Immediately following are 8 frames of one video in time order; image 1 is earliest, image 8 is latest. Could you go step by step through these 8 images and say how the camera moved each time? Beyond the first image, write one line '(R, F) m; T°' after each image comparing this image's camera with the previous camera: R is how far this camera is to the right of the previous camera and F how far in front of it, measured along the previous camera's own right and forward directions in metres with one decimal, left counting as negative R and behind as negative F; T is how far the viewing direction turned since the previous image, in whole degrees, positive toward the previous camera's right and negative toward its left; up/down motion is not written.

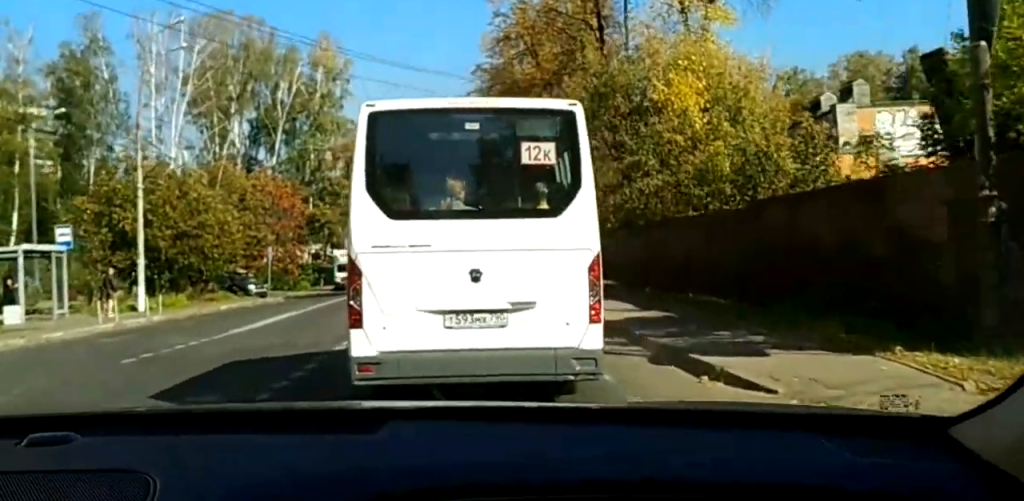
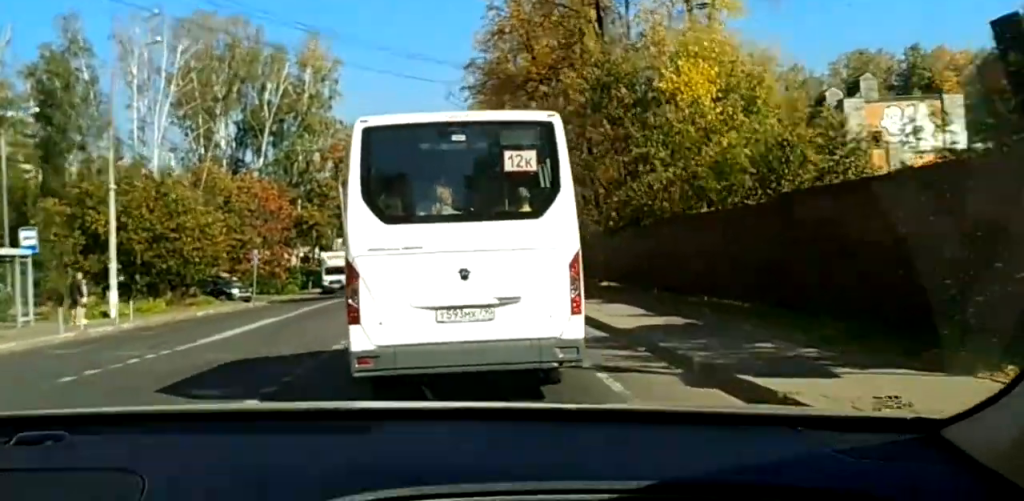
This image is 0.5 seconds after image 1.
(-0.1, +2.1) m; +2°
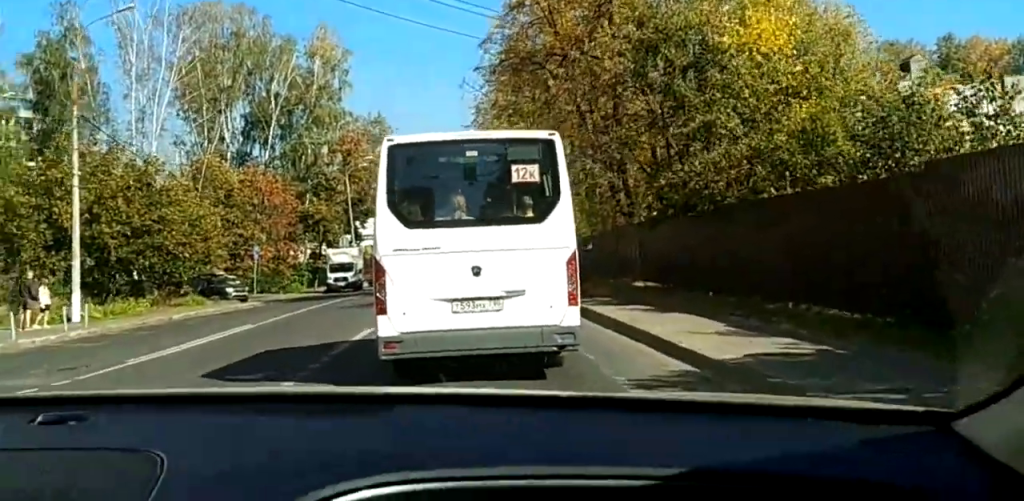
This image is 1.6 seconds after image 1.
(+0.5, +5.7) m; +2°
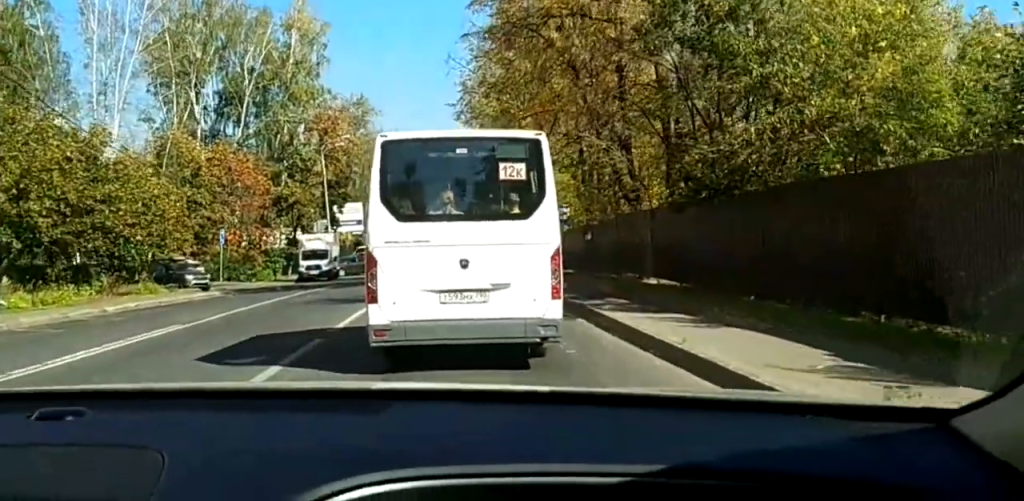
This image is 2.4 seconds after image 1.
(-0.2, +4.4) m; -1°
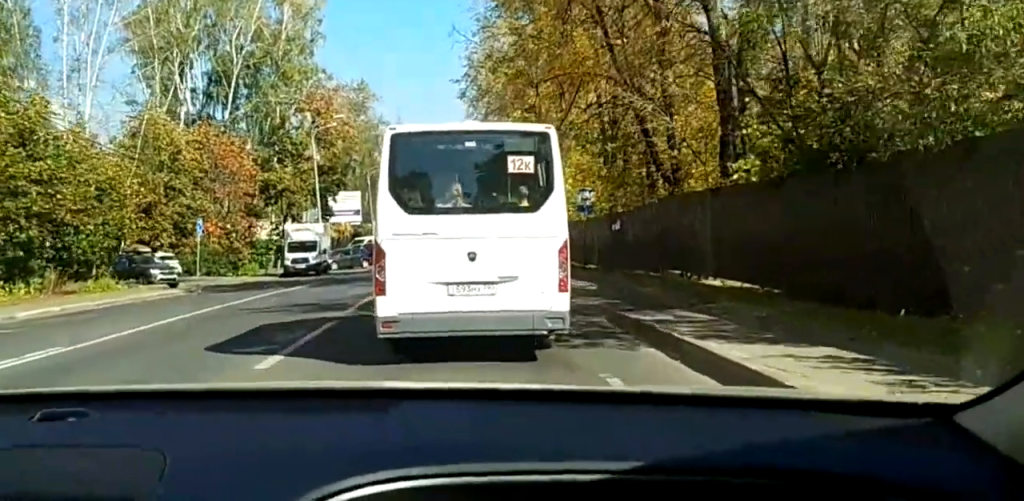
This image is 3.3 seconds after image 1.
(+0.1, +6.1) m; +1°
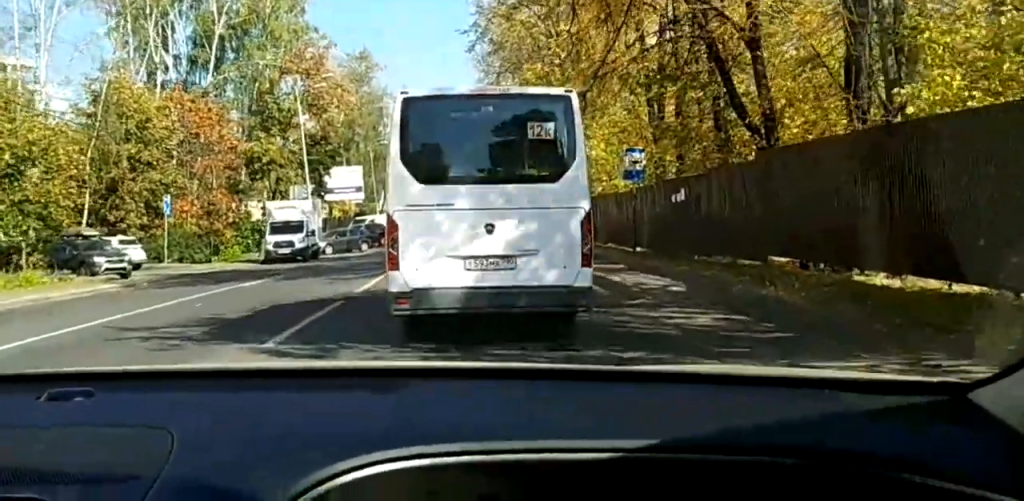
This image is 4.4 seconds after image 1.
(+0.1, +8.2) m; +1°
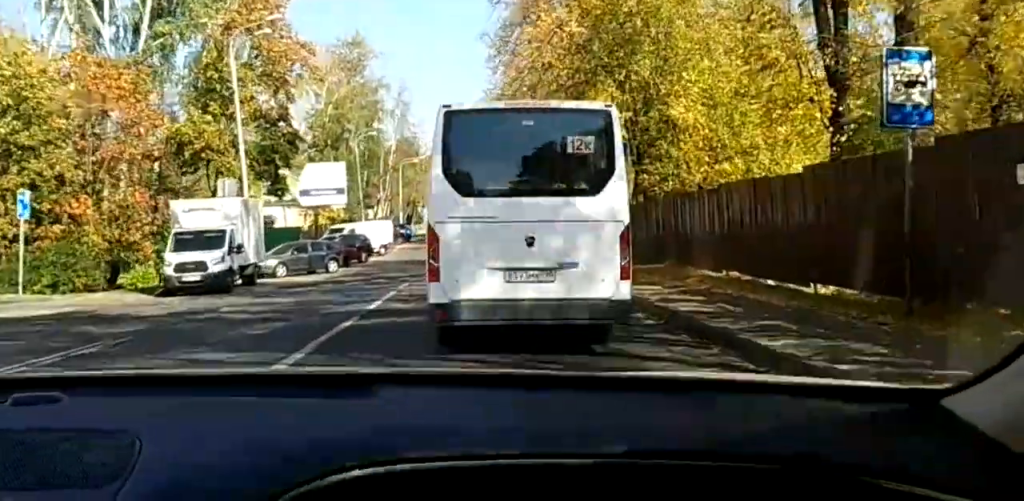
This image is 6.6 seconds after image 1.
(+0.3, +17.7) m; 0°
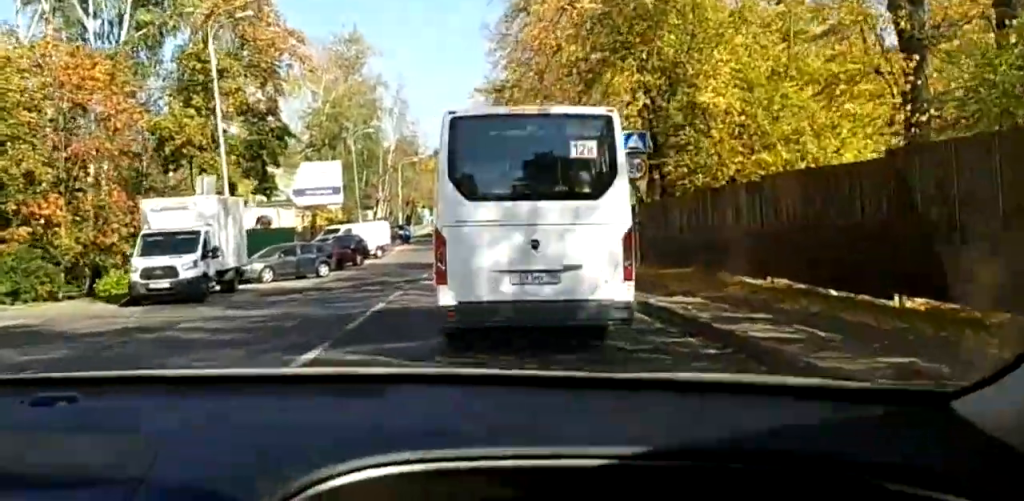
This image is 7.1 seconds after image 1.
(-0.1, +3.8) m; -1°
